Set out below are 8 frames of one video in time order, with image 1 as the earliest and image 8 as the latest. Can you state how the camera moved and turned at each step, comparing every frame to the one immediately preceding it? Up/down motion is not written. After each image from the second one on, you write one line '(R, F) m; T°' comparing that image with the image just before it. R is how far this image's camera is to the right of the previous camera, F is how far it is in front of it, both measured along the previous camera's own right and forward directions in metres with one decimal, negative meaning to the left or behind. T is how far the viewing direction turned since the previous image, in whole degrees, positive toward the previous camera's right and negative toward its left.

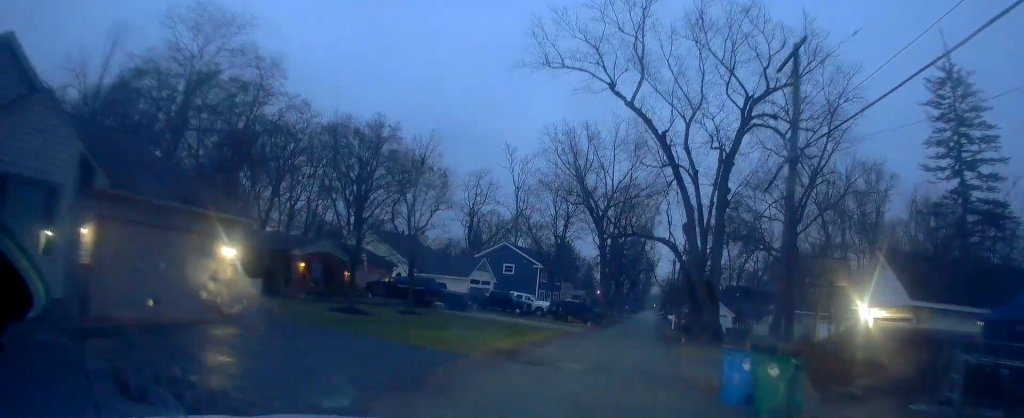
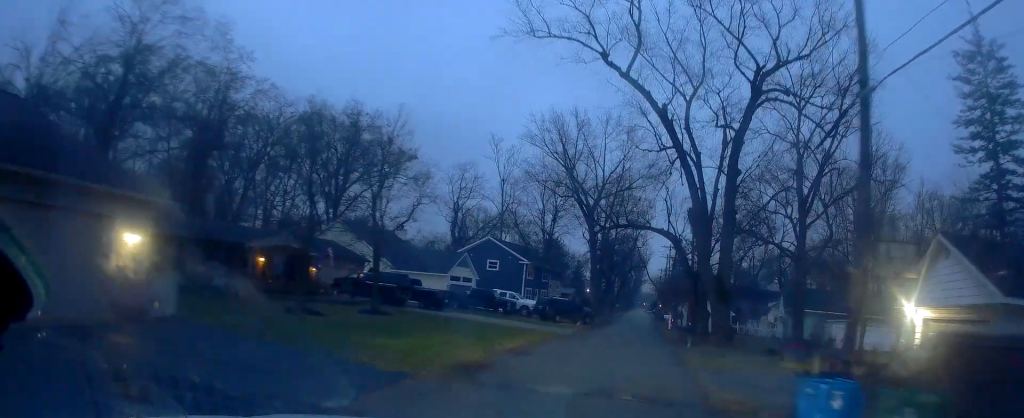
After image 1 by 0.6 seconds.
(-0.1, +4.5) m; -2°
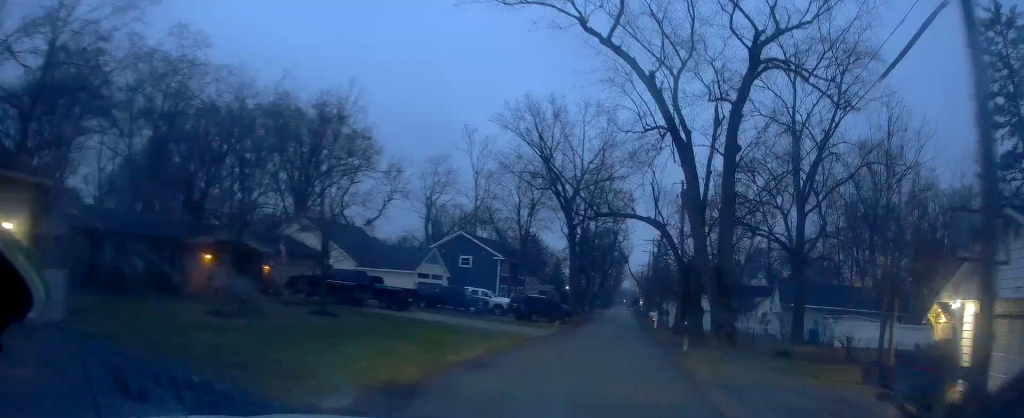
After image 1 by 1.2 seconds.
(+0.1, +3.9) m; -1°
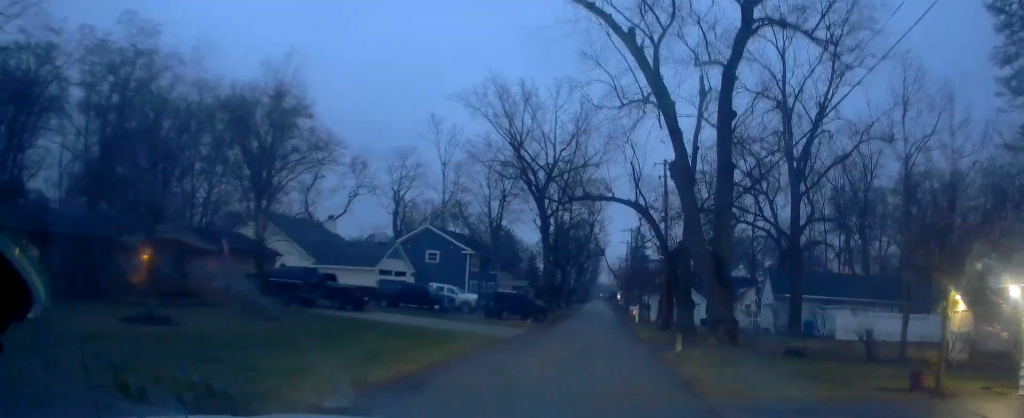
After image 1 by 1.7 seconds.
(-0.2, +3.8) m; +3°
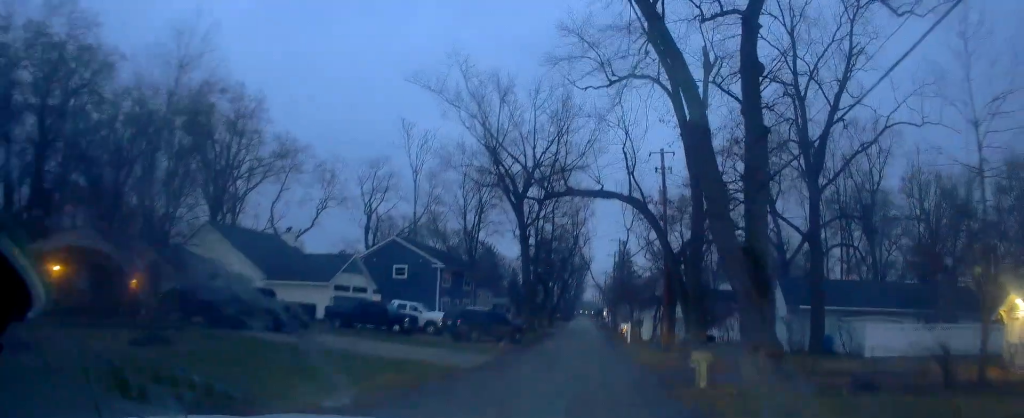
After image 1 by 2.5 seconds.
(+0.1, +5.6) m; +5°
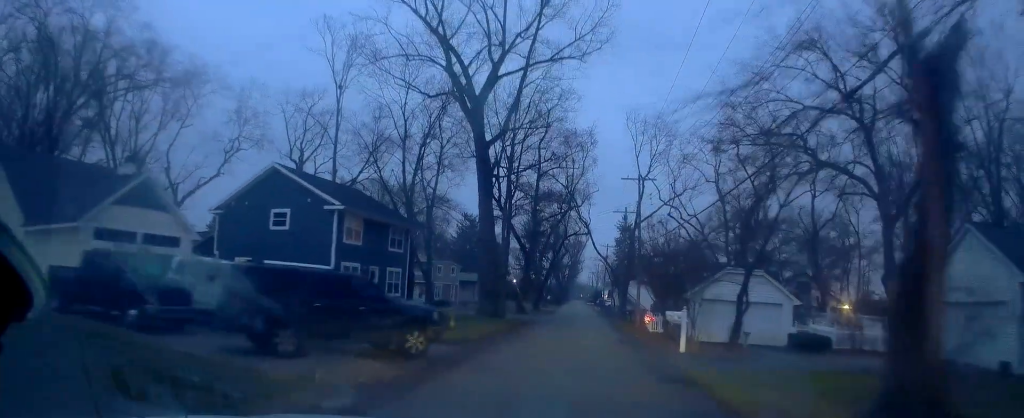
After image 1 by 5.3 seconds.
(+0.4, +20.9) m; 0°
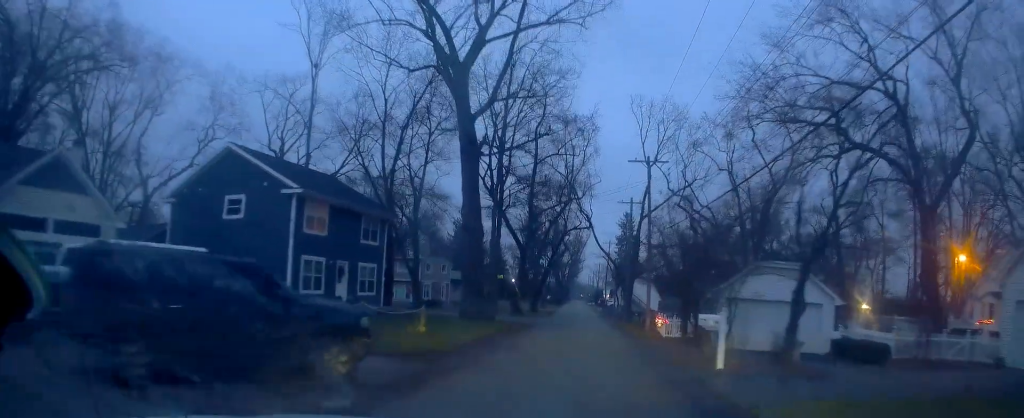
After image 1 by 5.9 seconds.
(+0.4, +4.6) m; +1°
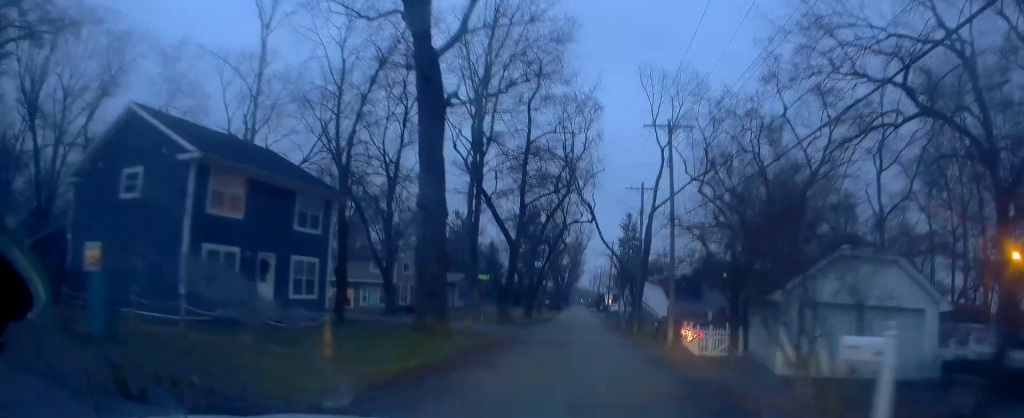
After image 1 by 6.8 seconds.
(0.0, +7.4) m; -2°
